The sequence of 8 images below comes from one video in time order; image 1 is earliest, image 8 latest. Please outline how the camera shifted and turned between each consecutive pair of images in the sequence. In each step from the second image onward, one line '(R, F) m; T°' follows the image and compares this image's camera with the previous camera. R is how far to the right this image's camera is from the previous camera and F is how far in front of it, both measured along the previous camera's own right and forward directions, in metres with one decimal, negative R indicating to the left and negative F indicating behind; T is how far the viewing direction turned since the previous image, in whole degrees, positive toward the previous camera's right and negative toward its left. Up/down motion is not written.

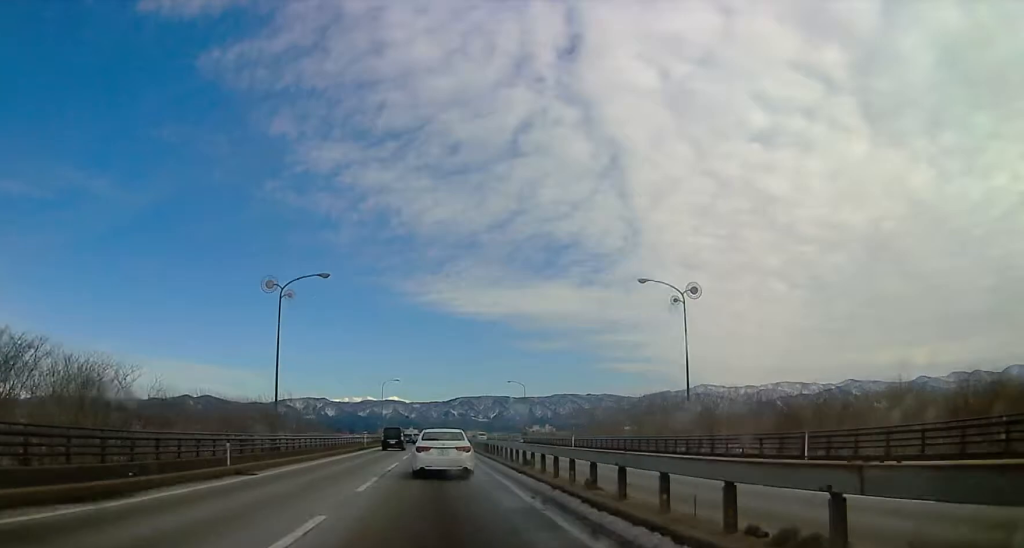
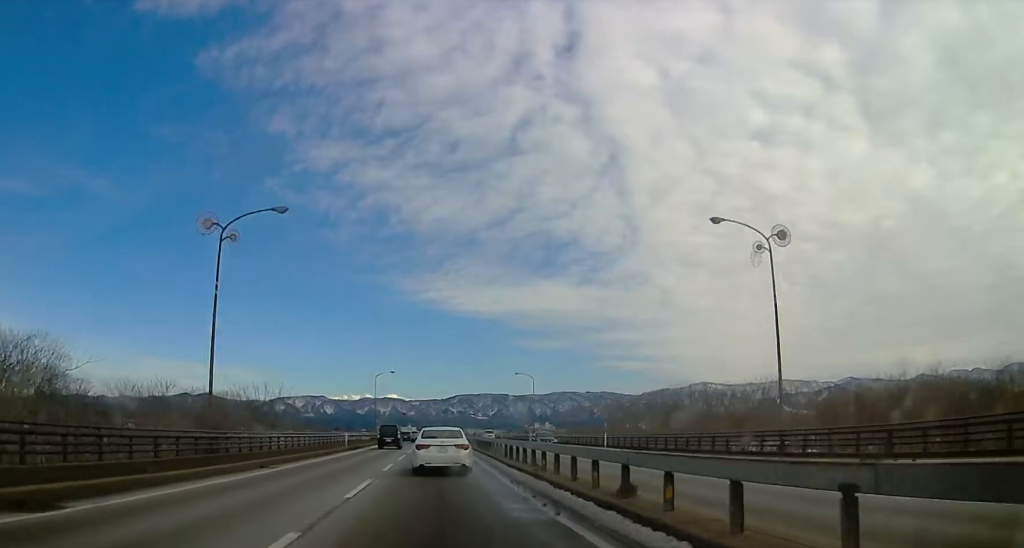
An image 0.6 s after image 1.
(-0.6, +12.1) m; -2°
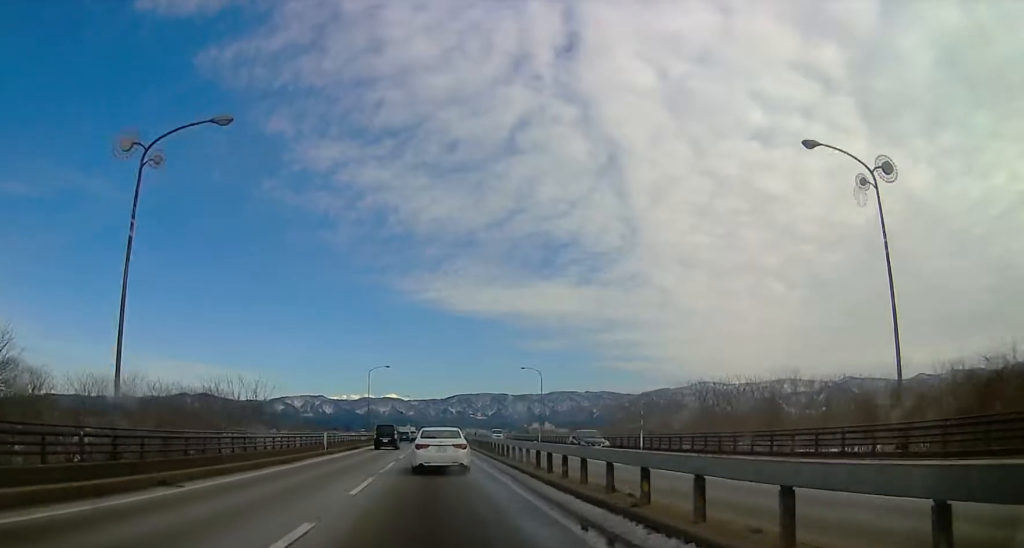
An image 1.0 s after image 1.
(-0.1, +9.0) m; 0°
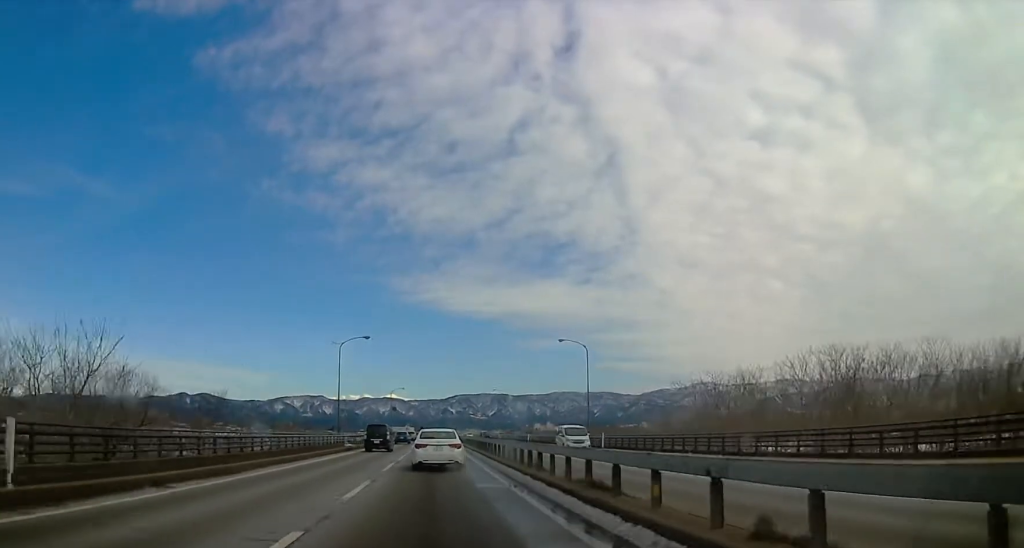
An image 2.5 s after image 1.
(0.0, +30.6) m; 0°
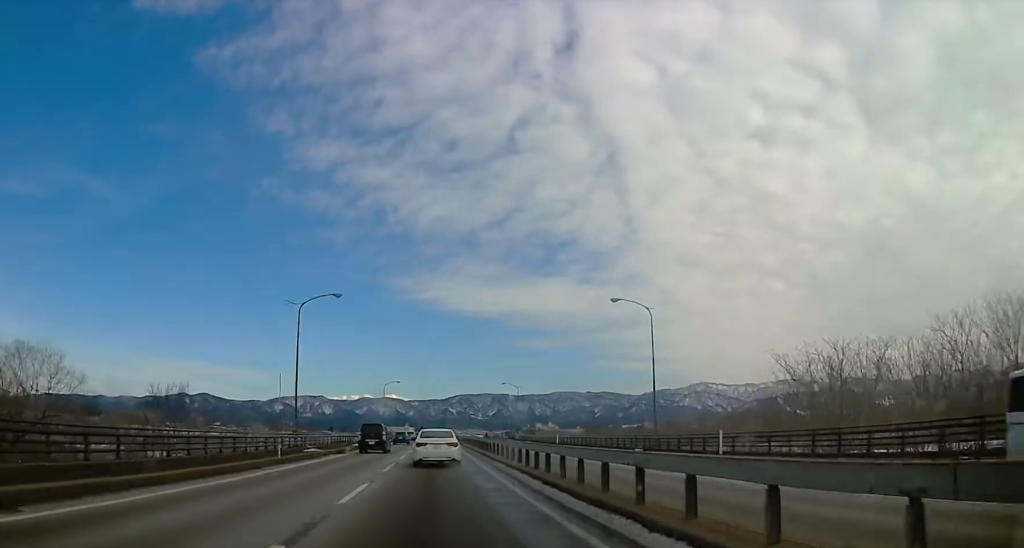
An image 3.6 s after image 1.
(0.0, +21.4) m; 0°
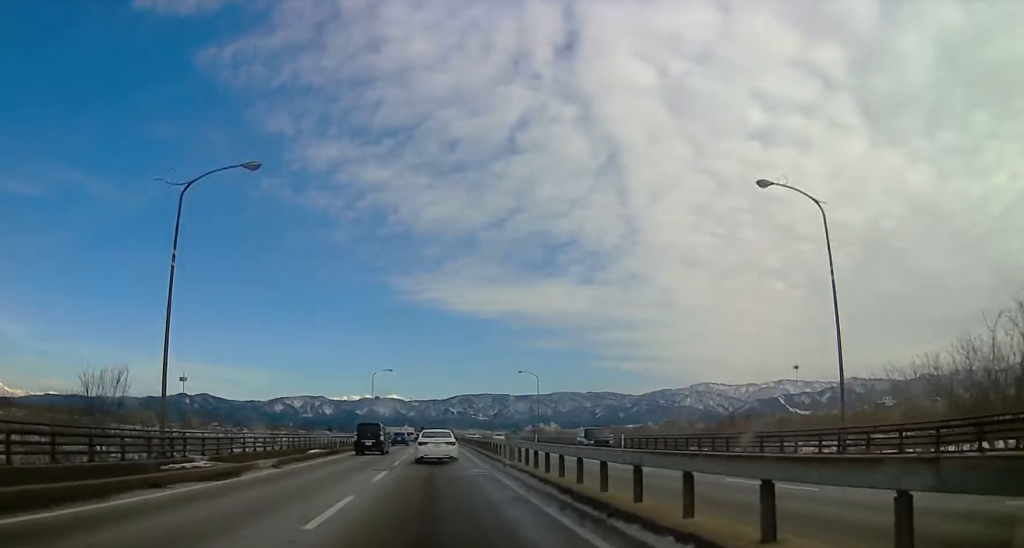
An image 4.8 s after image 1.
(0.0, +24.0) m; +1°
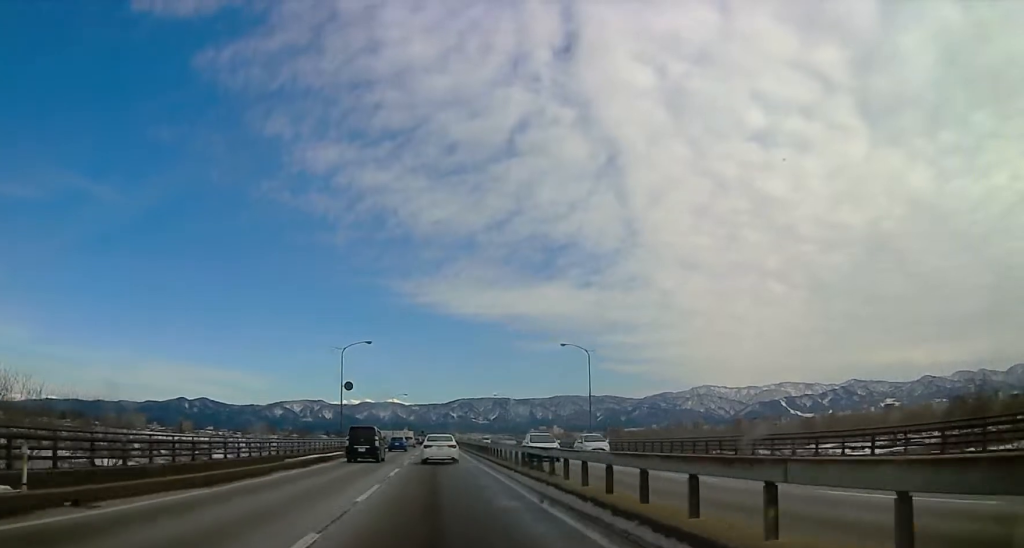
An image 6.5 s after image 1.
(0.0, +35.4) m; -1°
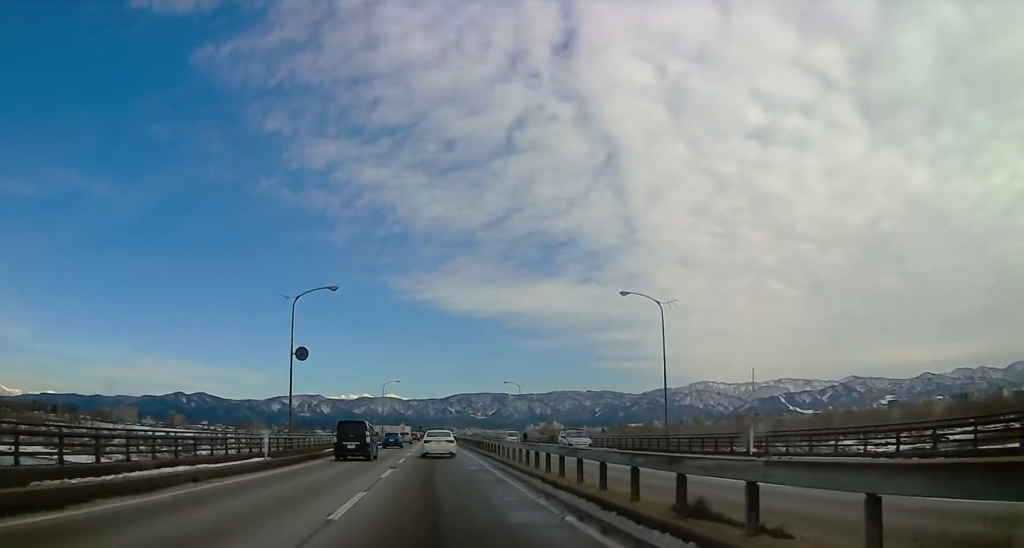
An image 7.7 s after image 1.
(+0.1, +24.0) m; +5°
